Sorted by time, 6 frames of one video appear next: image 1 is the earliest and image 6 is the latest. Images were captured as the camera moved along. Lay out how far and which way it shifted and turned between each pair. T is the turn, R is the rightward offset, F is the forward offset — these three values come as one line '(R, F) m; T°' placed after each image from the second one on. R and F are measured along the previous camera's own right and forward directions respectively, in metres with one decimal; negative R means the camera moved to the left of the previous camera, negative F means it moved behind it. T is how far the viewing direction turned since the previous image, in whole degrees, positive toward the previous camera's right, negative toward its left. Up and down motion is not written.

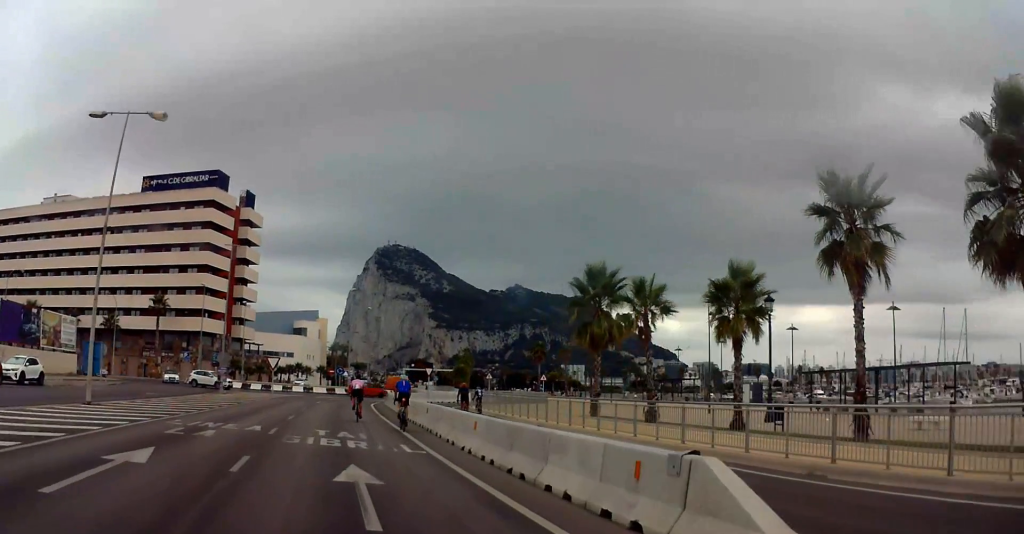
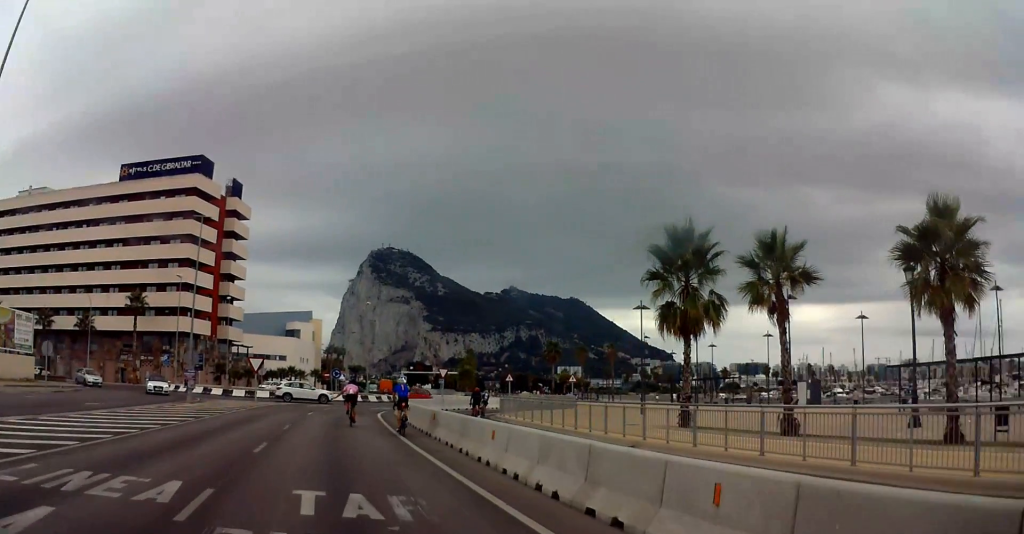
(+0.1, +9.7) m; +2°
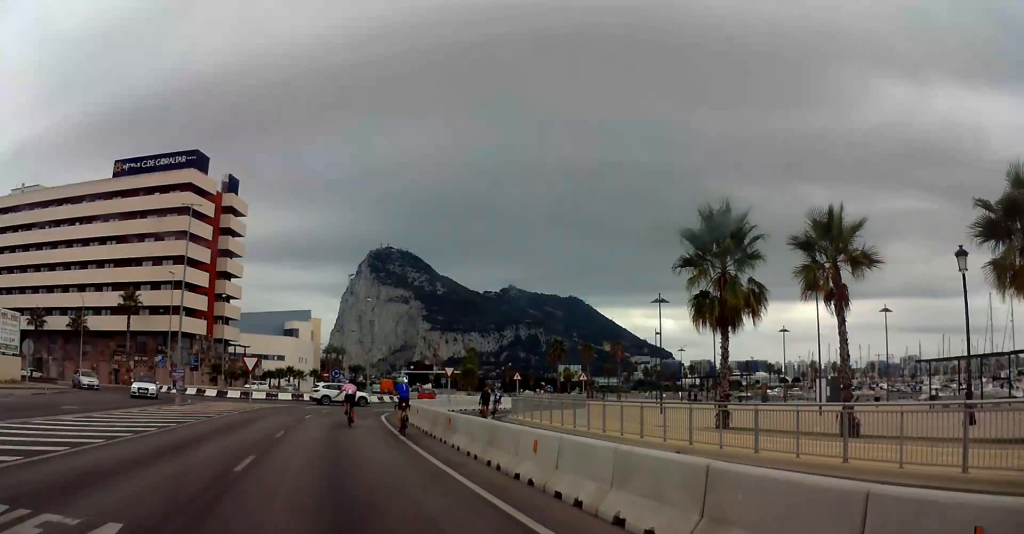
(0.0, +2.7) m; +1°
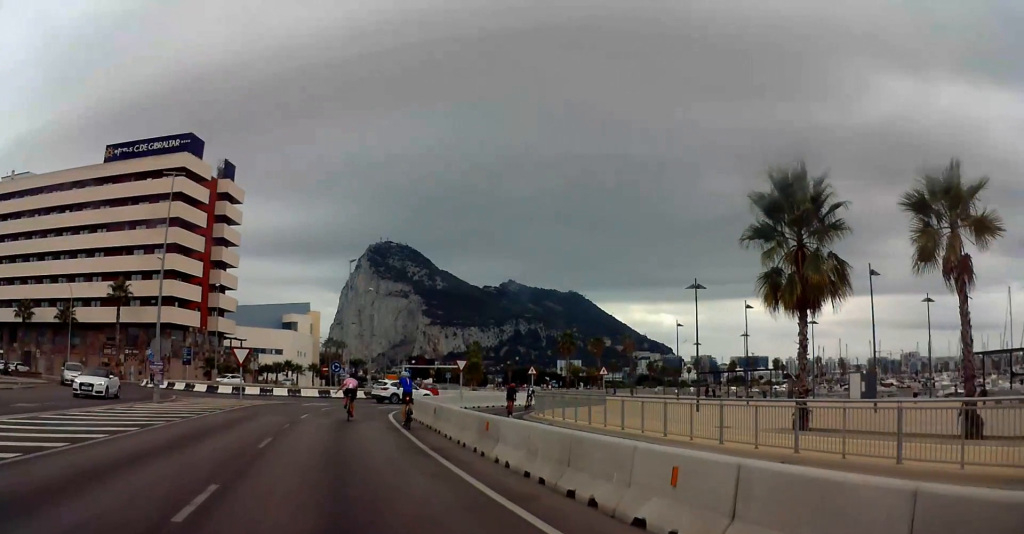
(0.0, +4.7) m; 0°
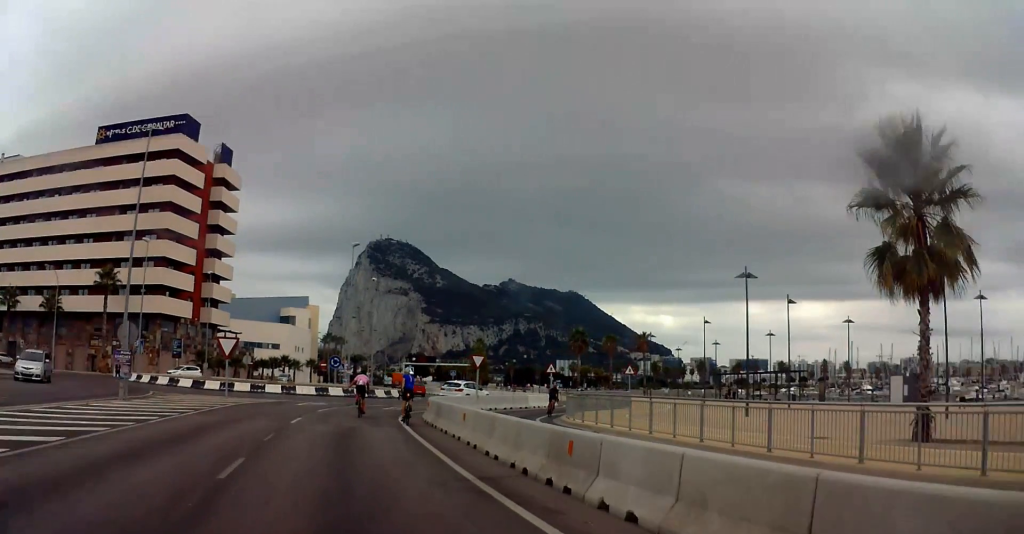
(0.0, +5.0) m; -1°
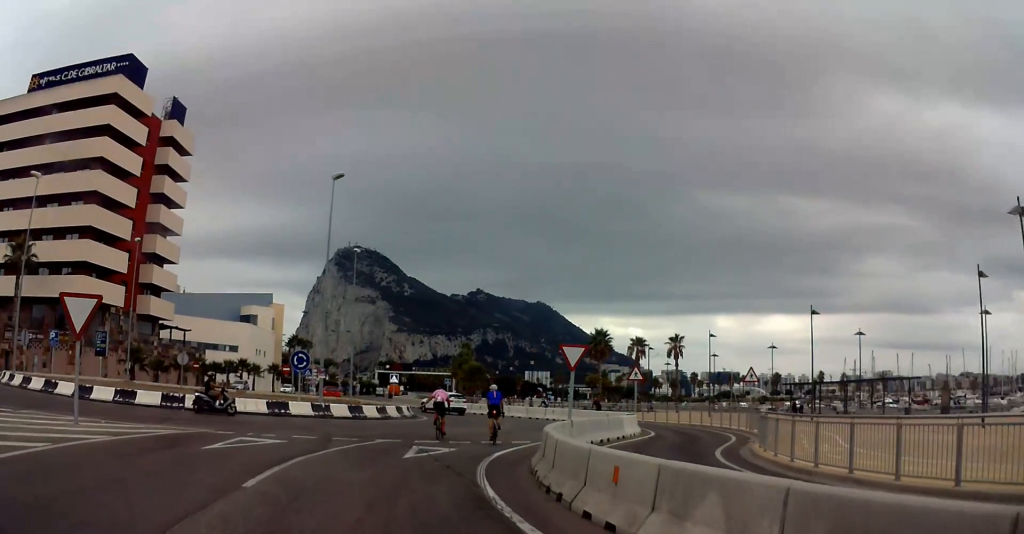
(+0.2, +17.8) m; +3°
